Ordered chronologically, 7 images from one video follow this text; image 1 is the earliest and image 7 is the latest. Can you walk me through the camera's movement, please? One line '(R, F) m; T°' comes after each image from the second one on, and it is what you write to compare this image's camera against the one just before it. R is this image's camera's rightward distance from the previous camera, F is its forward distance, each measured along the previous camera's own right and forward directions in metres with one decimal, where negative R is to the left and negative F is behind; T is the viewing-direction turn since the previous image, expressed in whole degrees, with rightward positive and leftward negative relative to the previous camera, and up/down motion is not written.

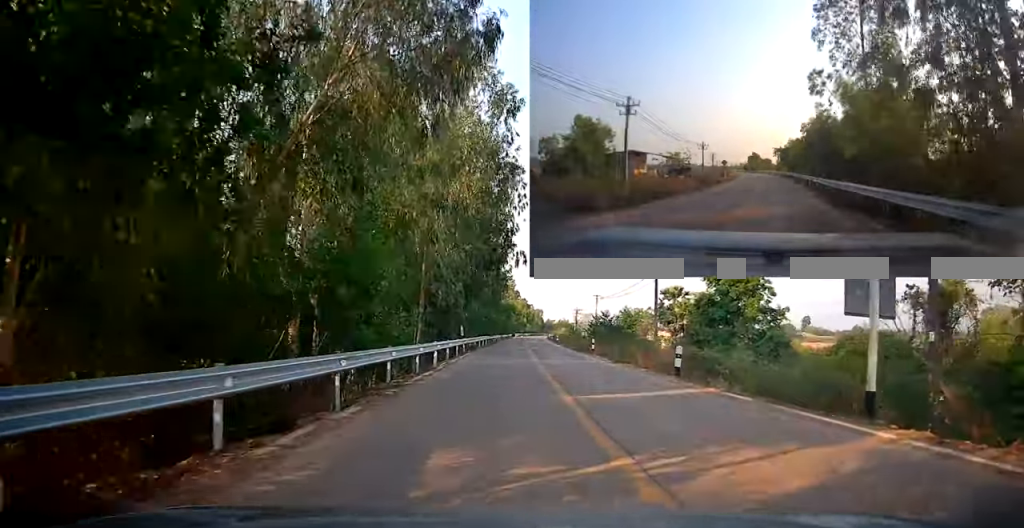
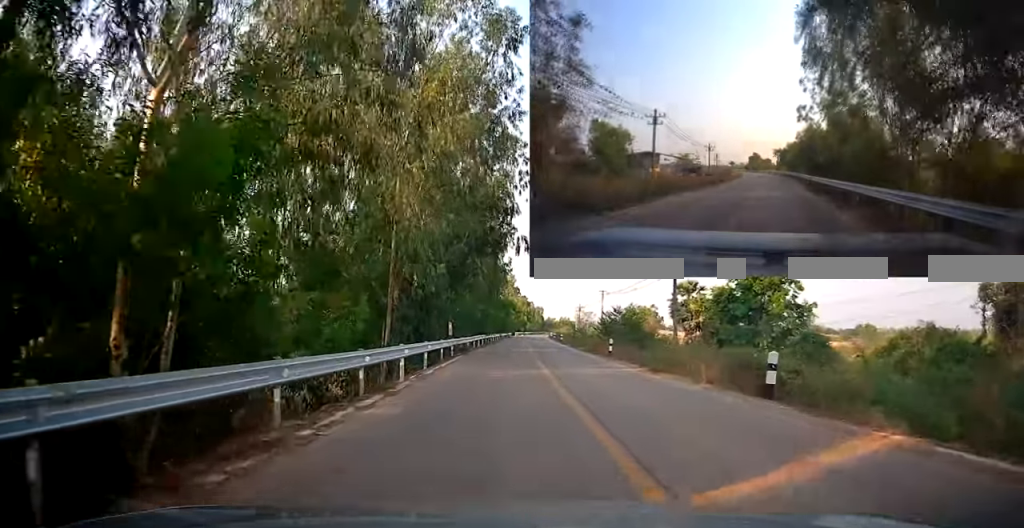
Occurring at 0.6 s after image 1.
(+0.1, +6.6) m; 0°
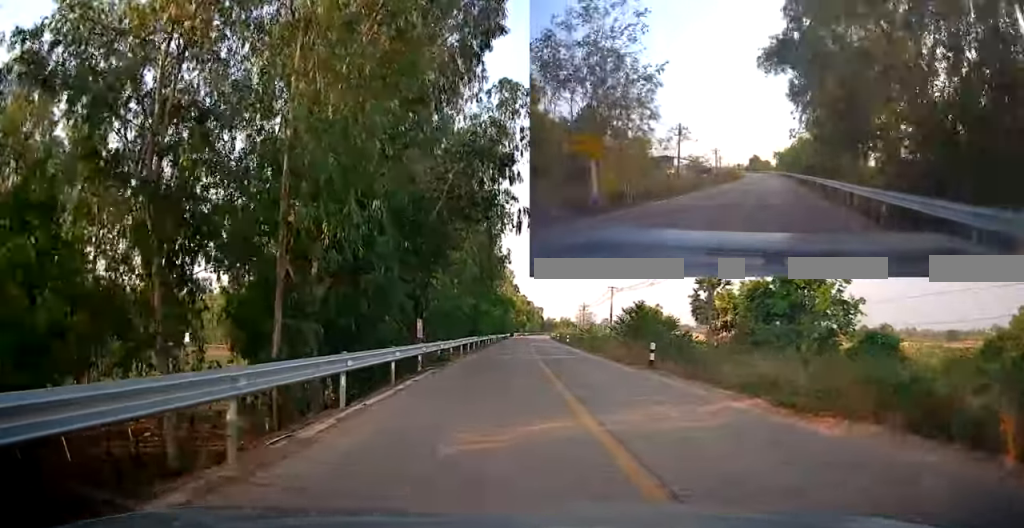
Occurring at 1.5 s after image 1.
(0.0, +9.1) m; -1°
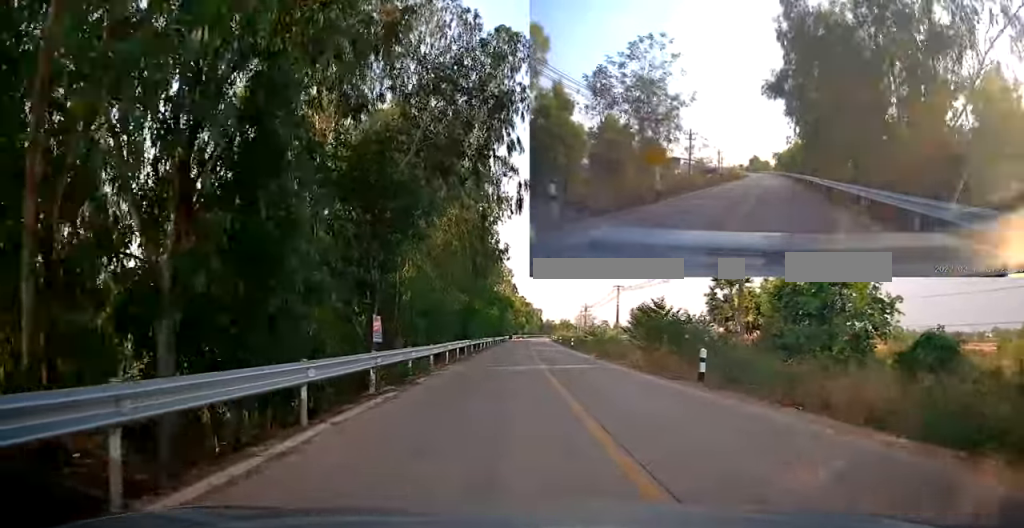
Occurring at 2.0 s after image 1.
(0.0, +5.9) m; +1°
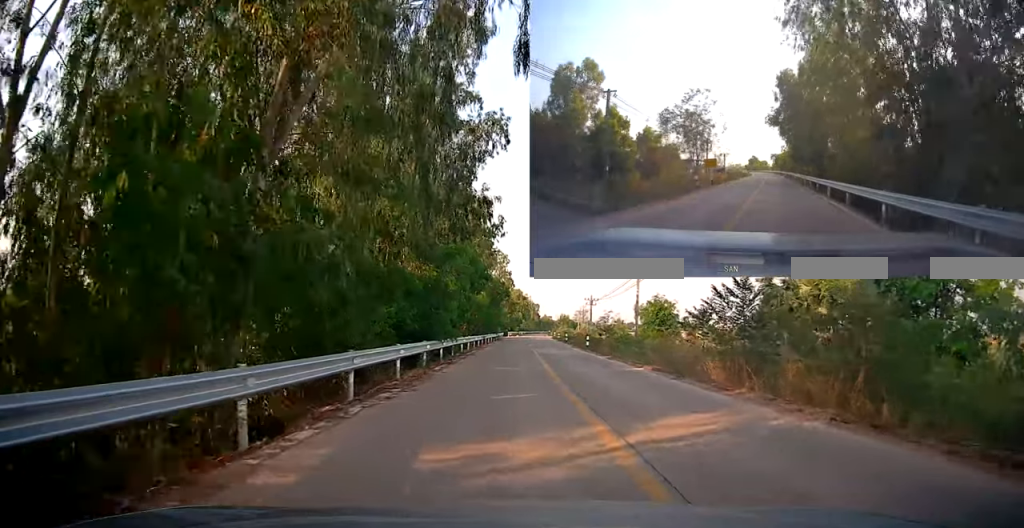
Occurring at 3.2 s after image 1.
(+0.5, +13.8) m; +1°
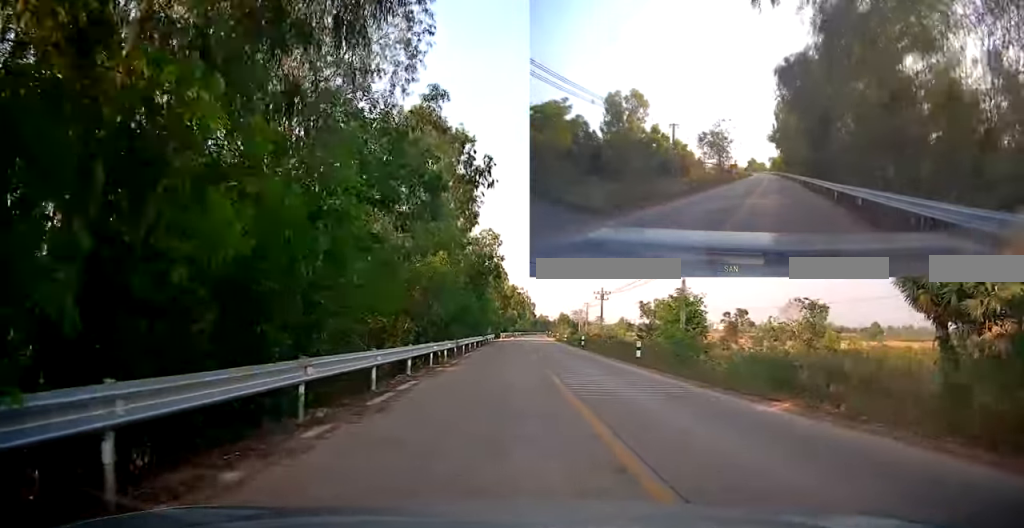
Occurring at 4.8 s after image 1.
(-0.2, +18.0) m; +1°
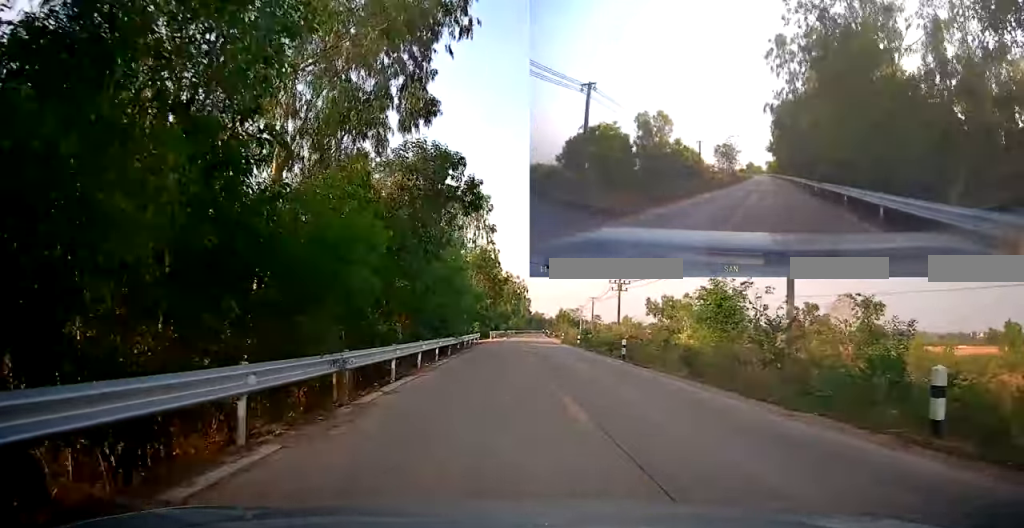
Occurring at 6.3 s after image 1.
(+0.5, +17.6) m; -1°
